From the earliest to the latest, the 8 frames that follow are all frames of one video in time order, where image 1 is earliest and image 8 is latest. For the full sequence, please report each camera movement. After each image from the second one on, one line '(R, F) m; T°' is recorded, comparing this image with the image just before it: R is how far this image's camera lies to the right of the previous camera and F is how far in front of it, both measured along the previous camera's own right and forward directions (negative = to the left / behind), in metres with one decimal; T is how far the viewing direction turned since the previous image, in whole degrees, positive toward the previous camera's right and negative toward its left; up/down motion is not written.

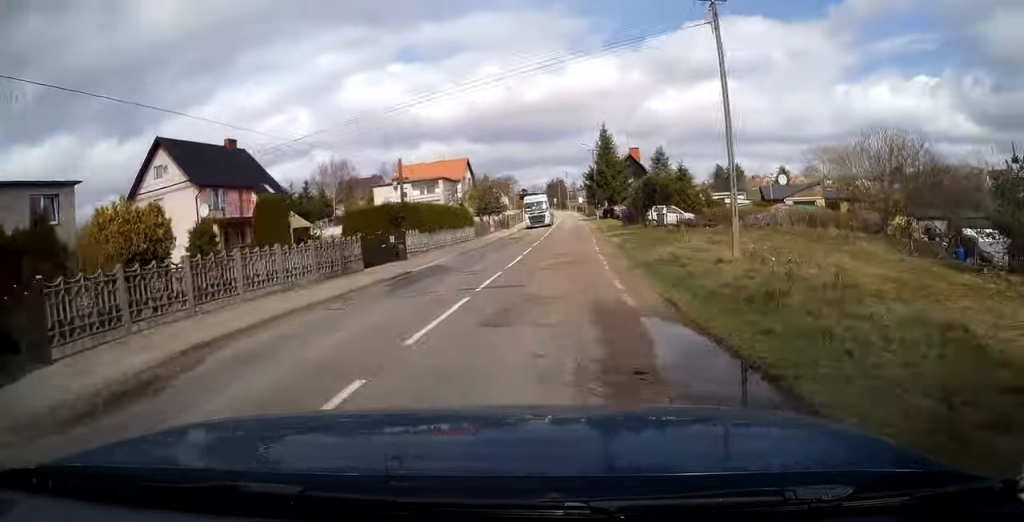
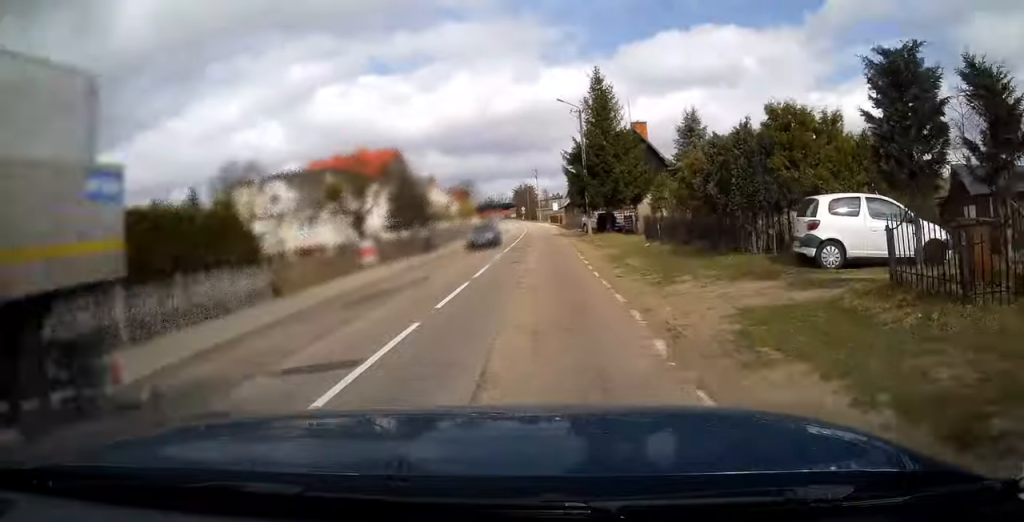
(+2.0, +29.9) m; +4°
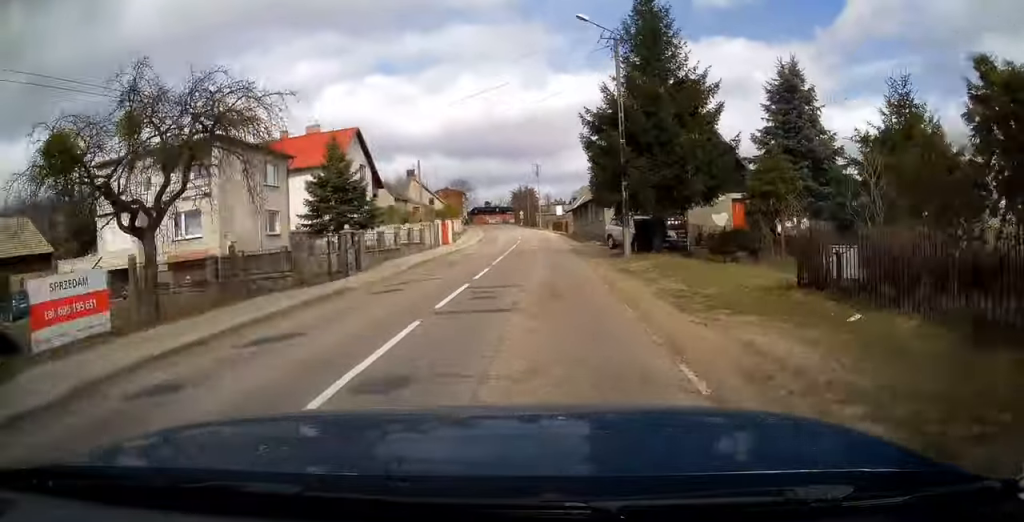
(+0.1, +17.0) m; 0°
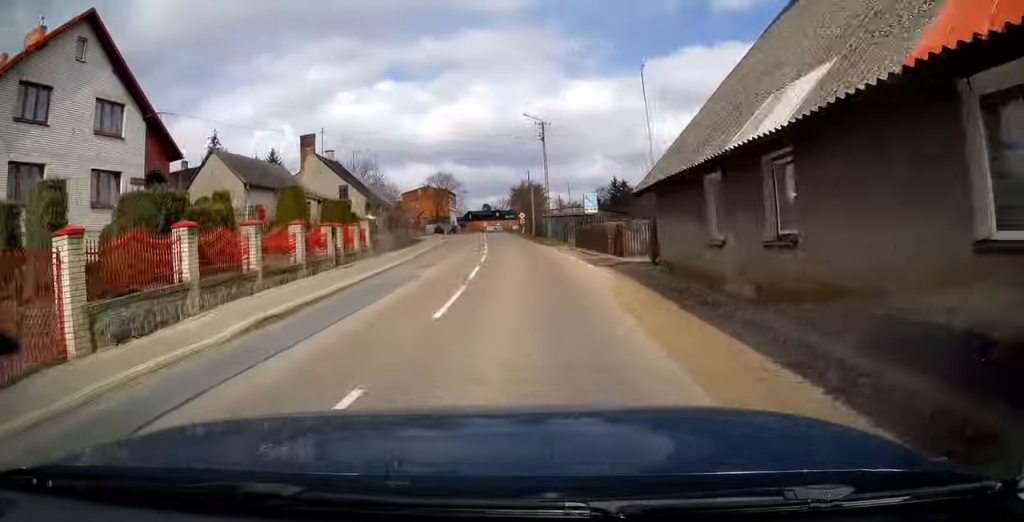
(-0.1, +37.9) m; -2°
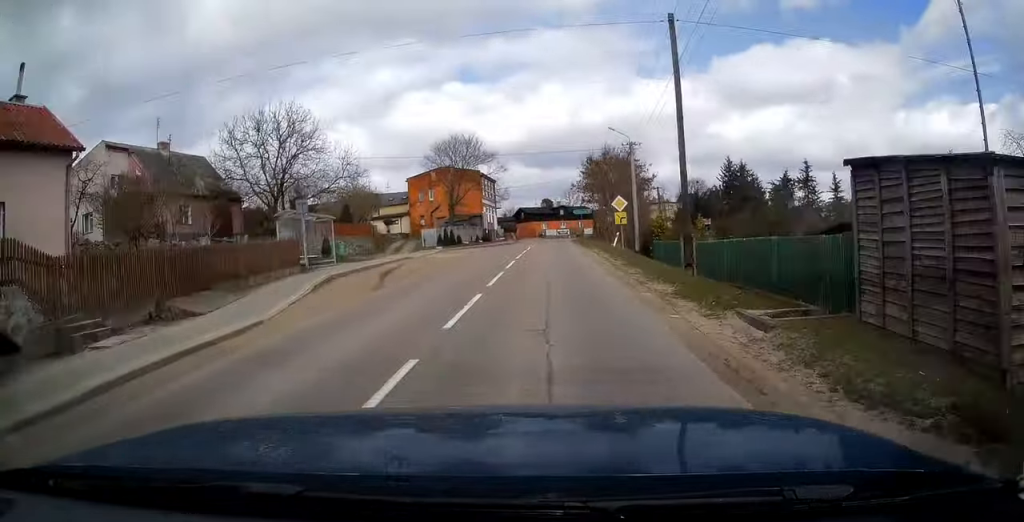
(-2.3, +48.0) m; -4°
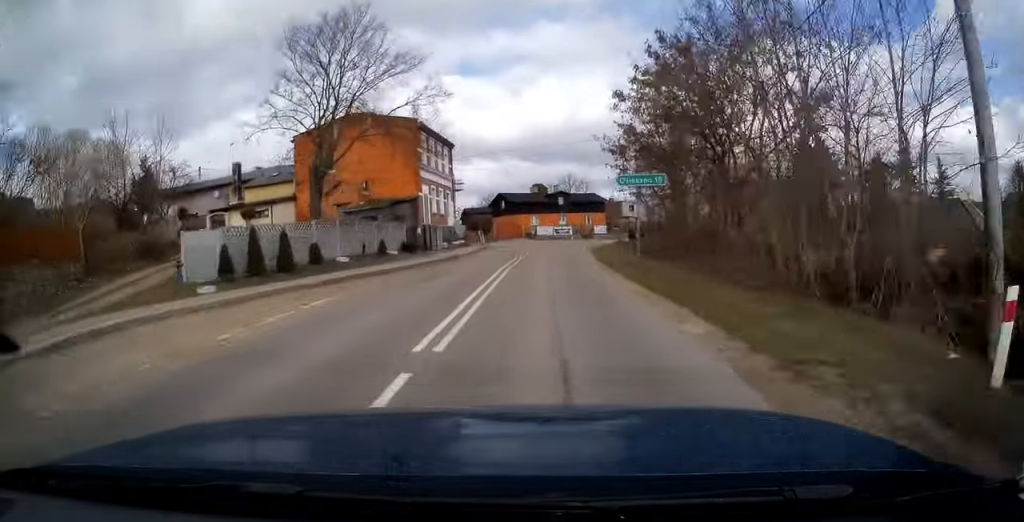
(-0.2, +34.0) m; +2°
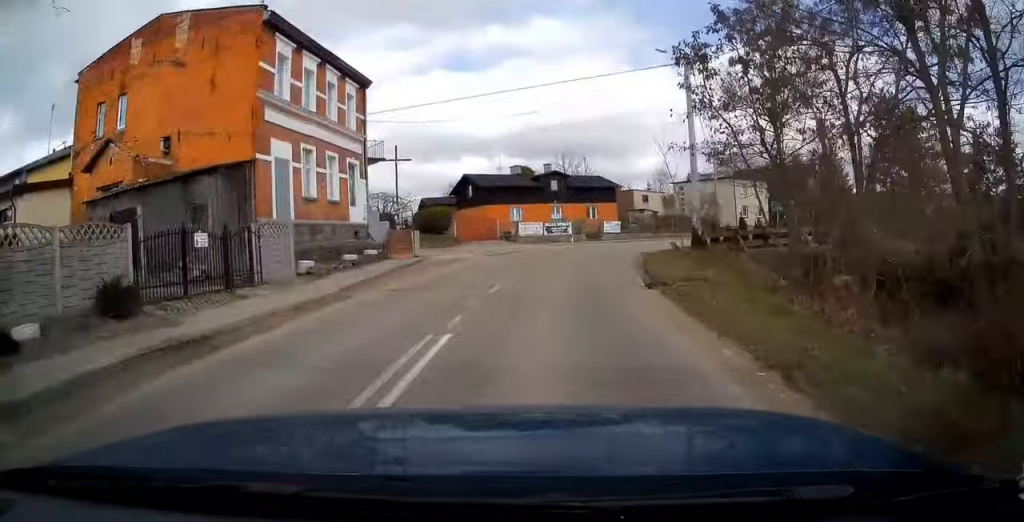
(-0.3, +21.9) m; +5°
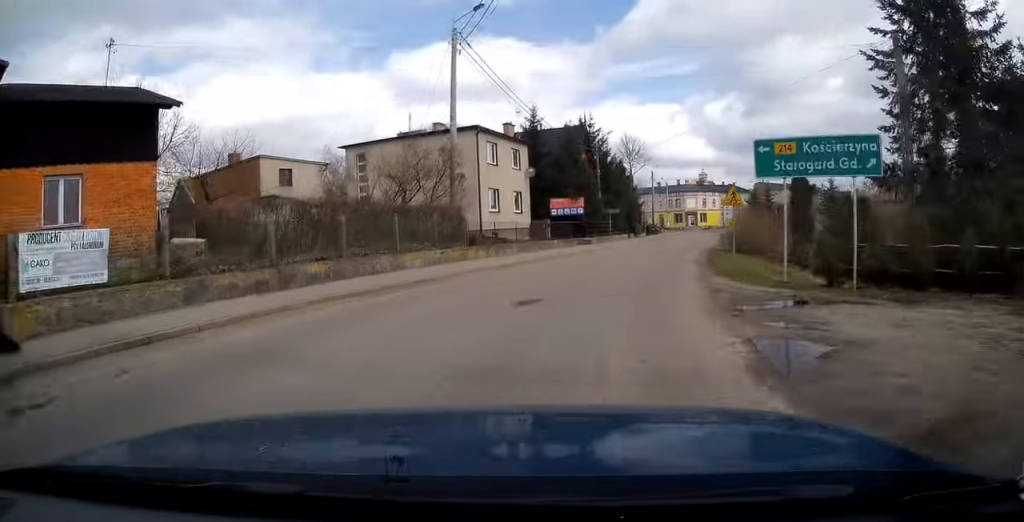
(+8.5, +39.6) m; +26°
